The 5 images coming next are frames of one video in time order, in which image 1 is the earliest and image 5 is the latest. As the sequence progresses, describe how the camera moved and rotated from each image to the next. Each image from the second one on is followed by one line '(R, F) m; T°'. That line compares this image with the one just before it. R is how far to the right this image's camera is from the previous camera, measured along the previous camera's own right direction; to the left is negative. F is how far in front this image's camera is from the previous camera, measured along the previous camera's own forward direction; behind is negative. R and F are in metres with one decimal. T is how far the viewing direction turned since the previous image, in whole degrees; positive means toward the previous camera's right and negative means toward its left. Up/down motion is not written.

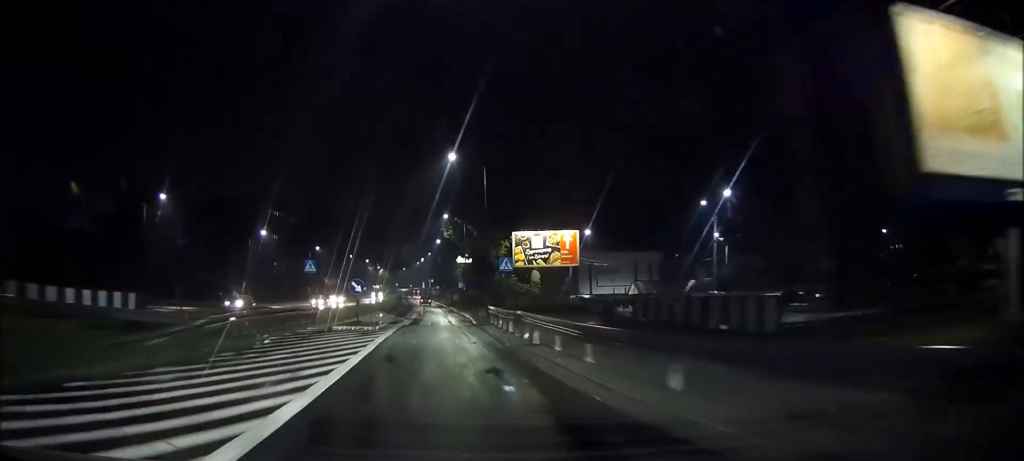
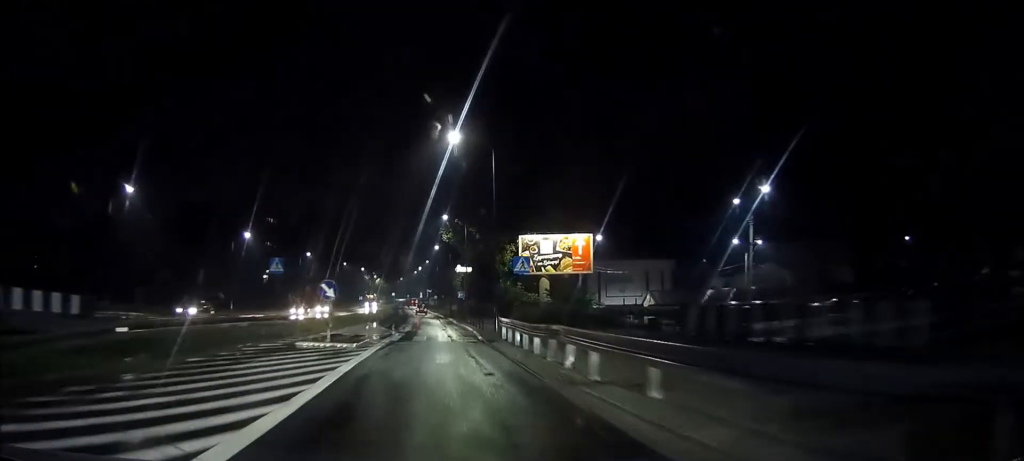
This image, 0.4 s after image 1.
(0.0, +6.9) m; 0°
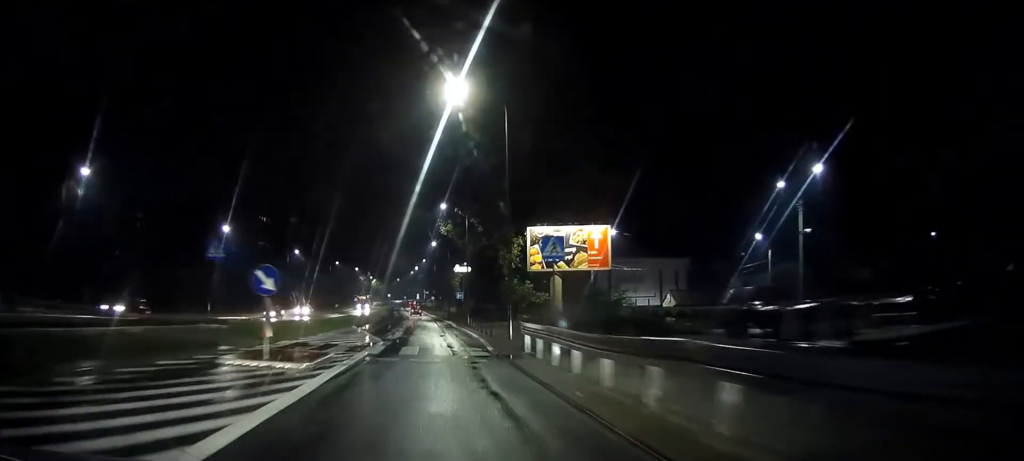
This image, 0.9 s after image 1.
(0.0, +7.5) m; 0°
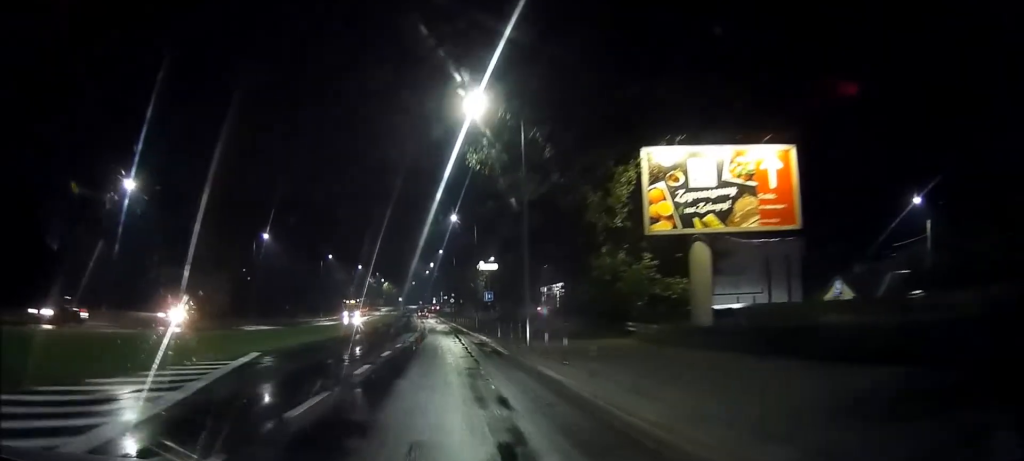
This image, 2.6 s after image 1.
(-0.2, +28.1) m; -1°
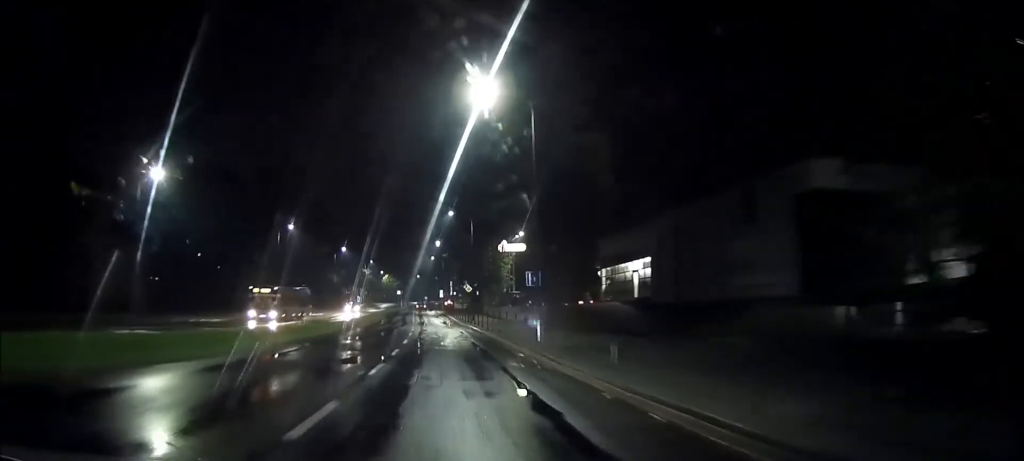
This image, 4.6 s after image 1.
(-0.4, +32.1) m; -1°
